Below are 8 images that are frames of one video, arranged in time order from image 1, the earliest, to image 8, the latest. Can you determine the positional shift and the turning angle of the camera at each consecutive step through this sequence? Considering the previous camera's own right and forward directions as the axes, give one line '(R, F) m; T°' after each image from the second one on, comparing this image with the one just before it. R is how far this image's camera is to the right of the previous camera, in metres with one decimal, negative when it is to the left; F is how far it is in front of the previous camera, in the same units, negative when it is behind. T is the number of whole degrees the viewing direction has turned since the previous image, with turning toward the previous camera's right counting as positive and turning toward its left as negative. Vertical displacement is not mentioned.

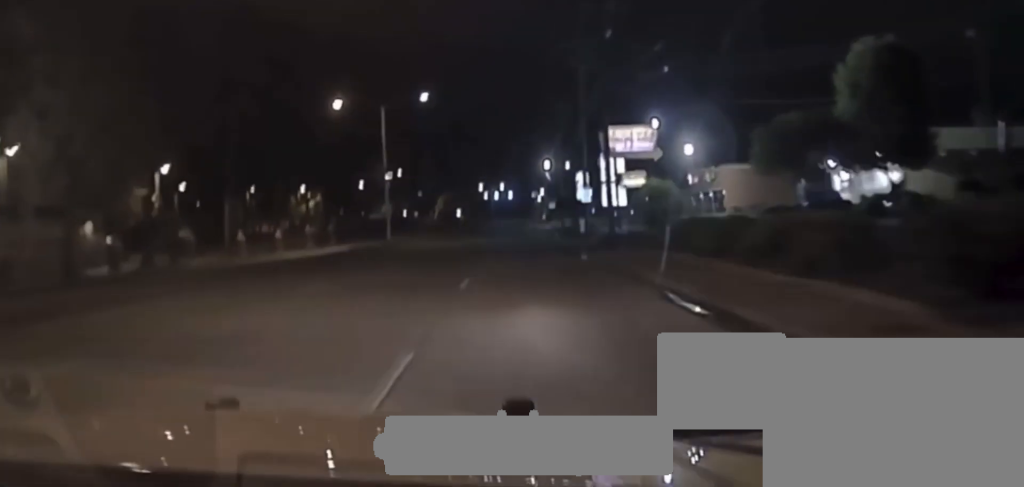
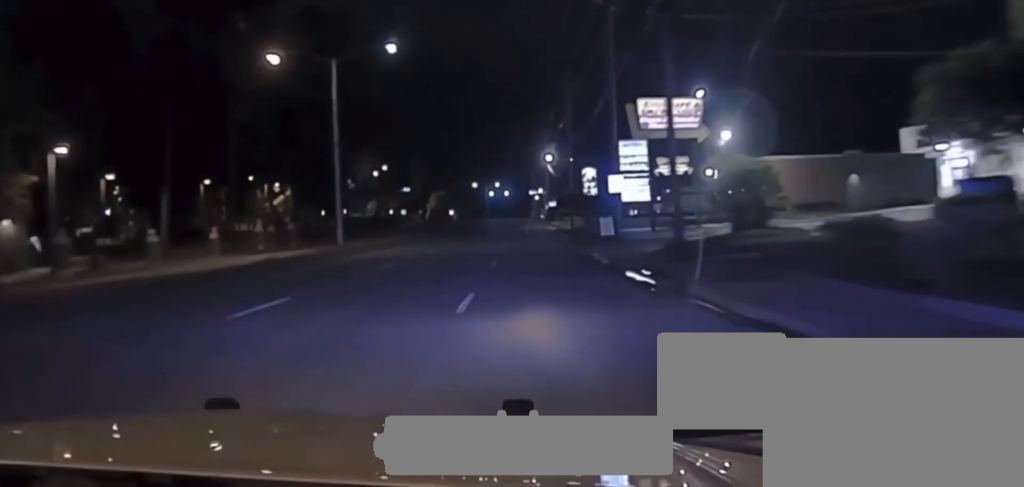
(+0.1, +19.7) m; 0°
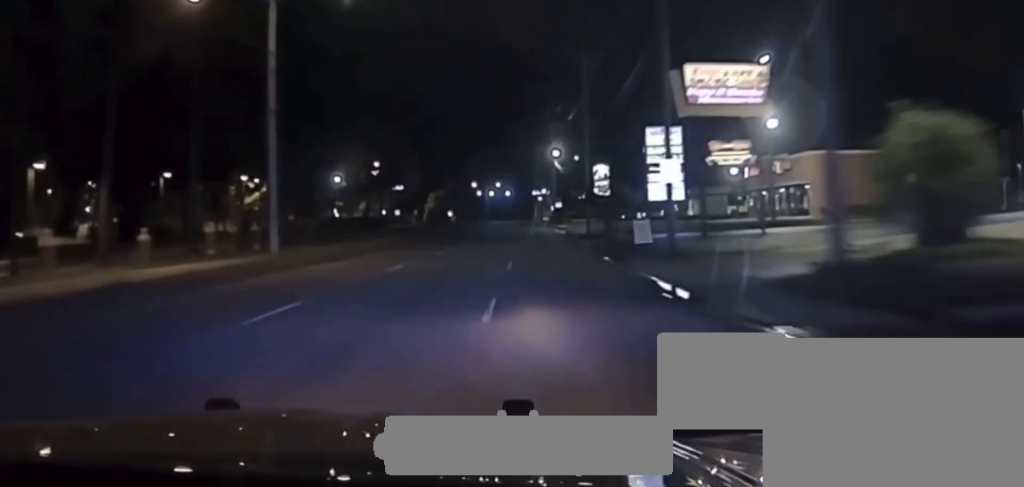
(0.0, +14.8) m; 0°
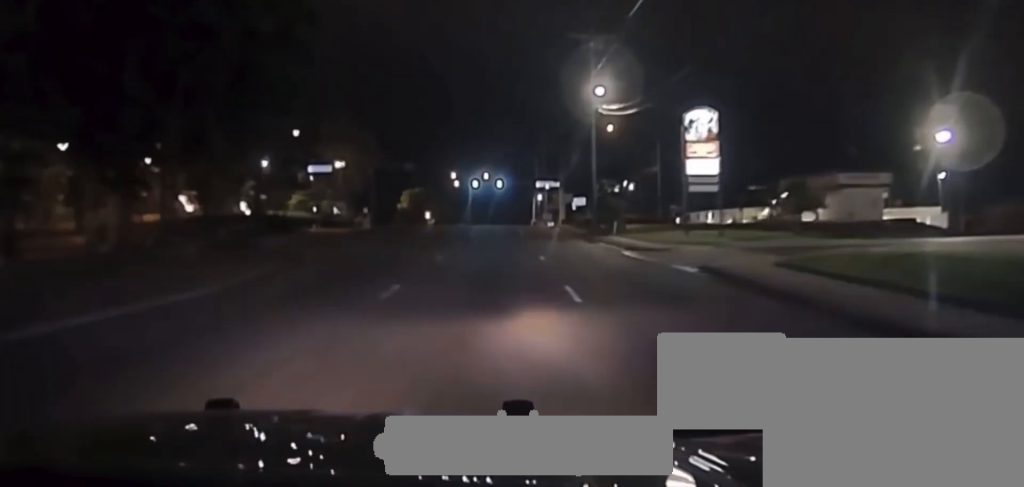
(0.0, +49.3) m; 0°
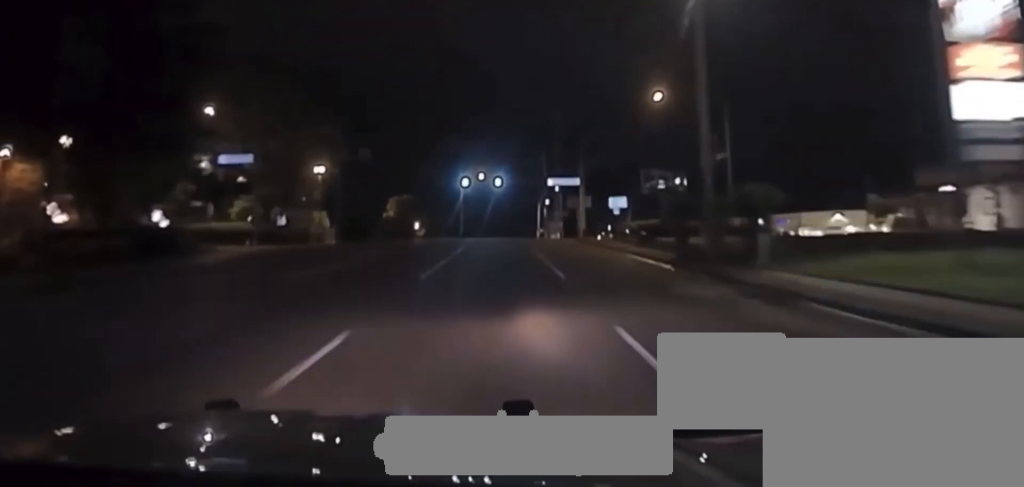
(0.0, +22.6) m; 0°
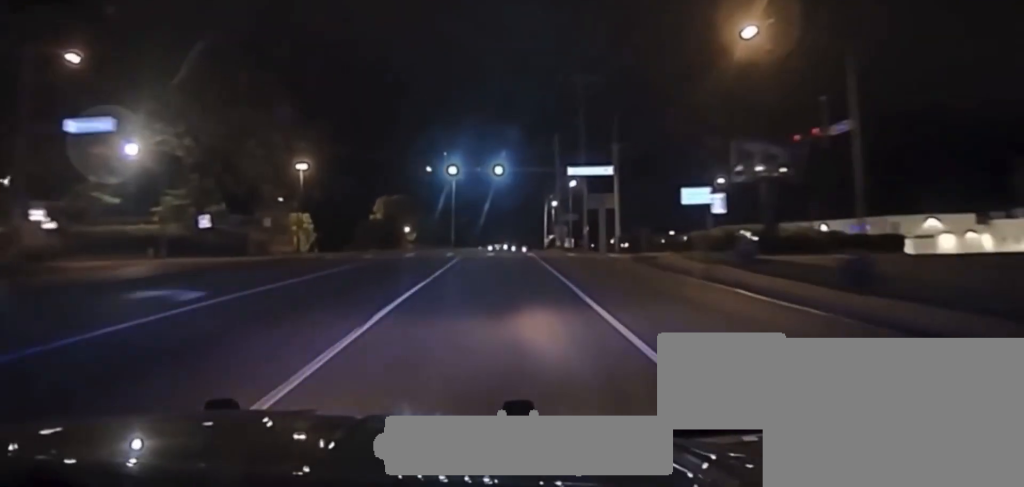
(0.0, +21.0) m; 0°
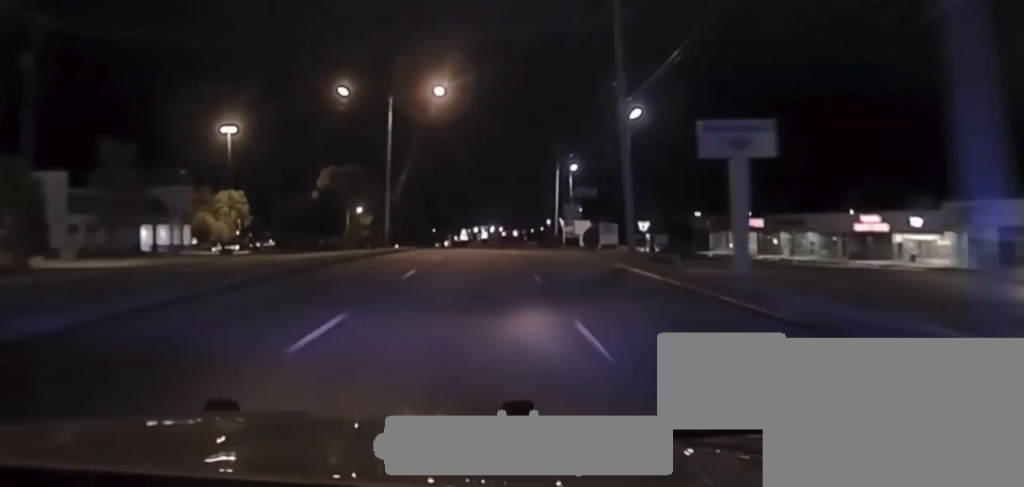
(+0.1, +52.2) m; +1°
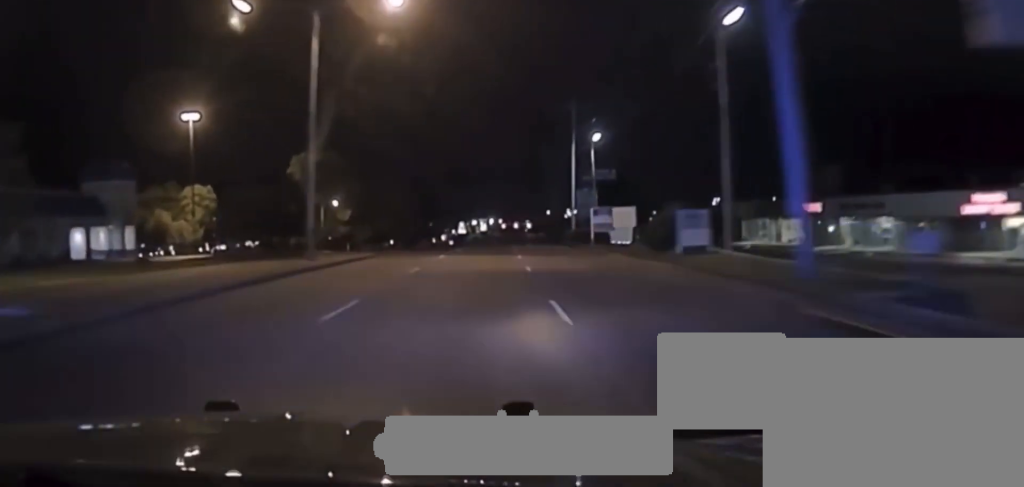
(+0.2, +26.0) m; 0°
